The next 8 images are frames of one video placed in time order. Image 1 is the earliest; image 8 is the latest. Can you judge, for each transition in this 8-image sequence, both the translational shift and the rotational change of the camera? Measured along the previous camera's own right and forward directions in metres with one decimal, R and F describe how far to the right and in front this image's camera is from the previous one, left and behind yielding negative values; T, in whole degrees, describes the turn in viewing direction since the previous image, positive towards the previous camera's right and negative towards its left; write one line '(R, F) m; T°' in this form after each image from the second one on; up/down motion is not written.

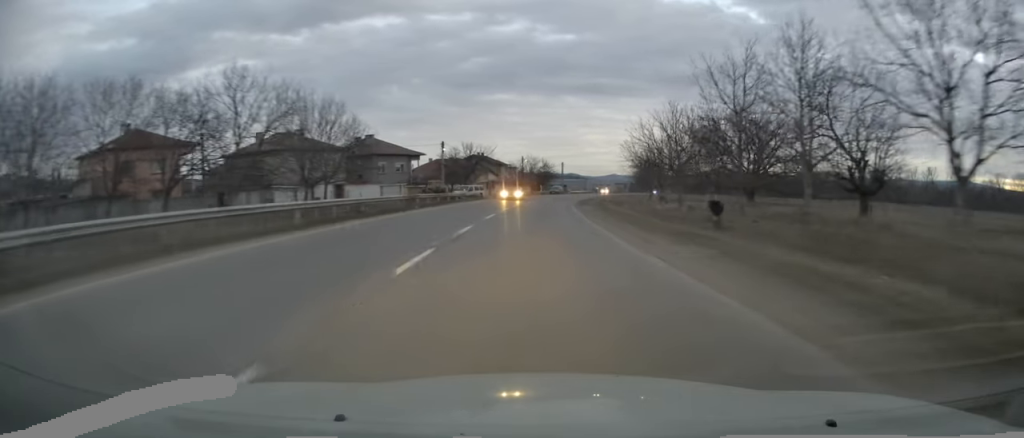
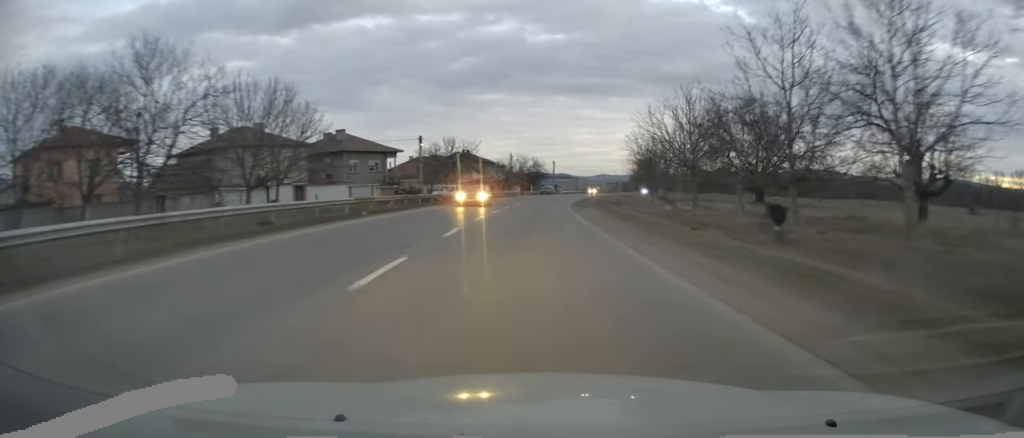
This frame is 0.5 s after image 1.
(+0.2, +8.9) m; +1°
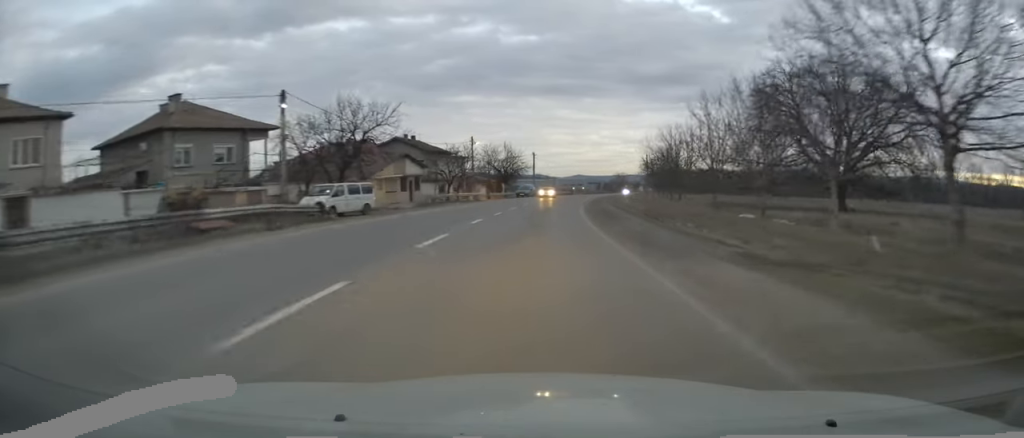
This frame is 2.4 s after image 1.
(+0.4, +33.6) m; +2°
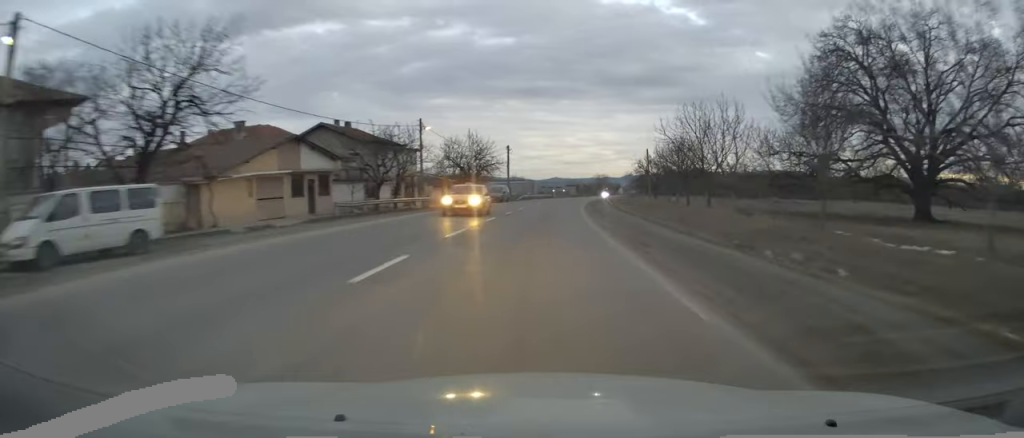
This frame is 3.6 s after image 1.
(+0.6, +20.0) m; +2°
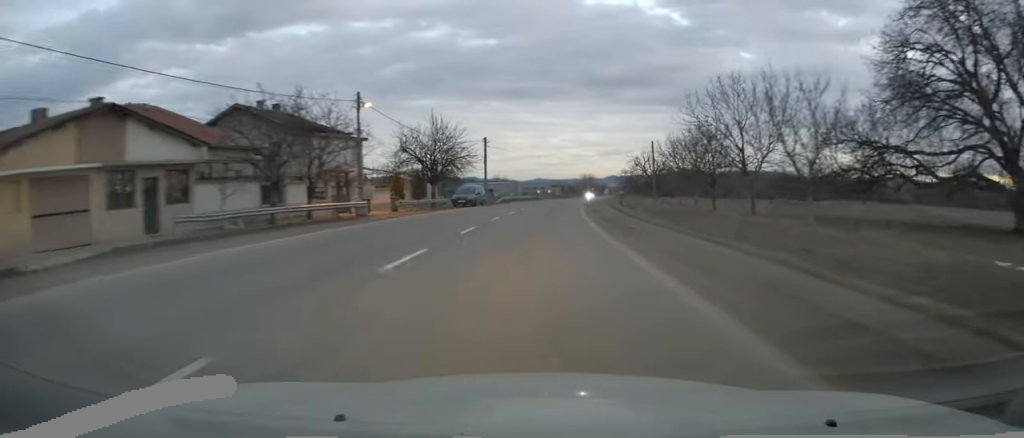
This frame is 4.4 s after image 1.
(0.0, +14.2) m; +1°
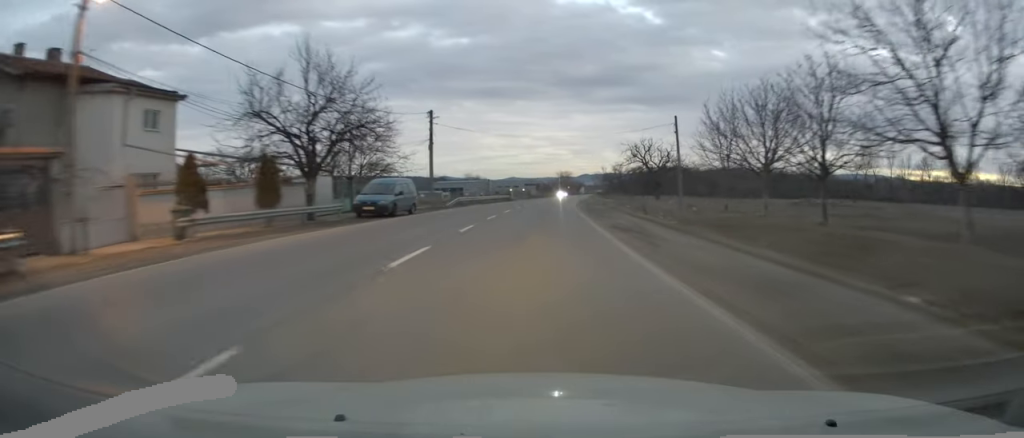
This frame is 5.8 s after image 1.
(+0.6, +22.7) m; +2°
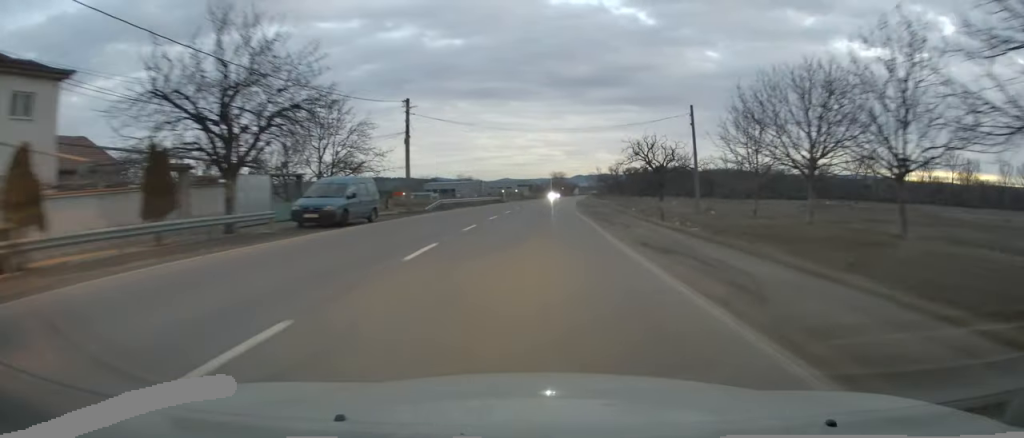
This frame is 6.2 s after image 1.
(0.0, +6.8) m; 0°
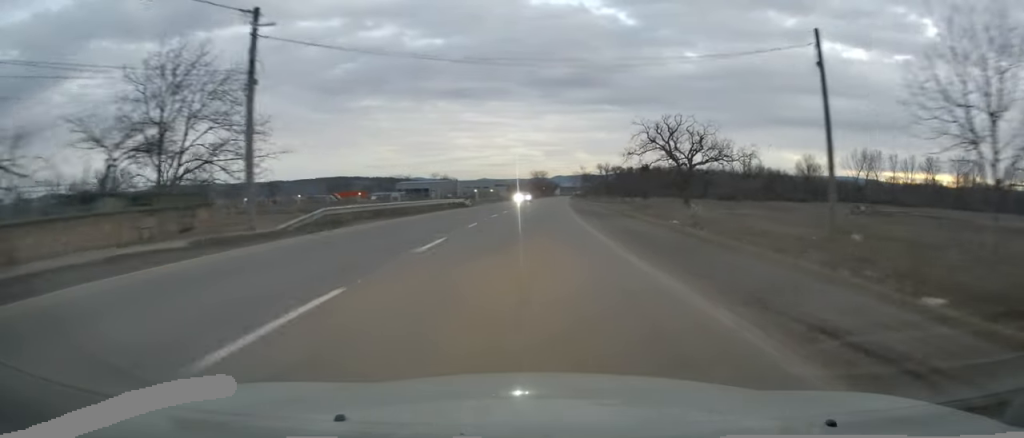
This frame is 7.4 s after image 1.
(+0.1, +21.5) m; +2°
